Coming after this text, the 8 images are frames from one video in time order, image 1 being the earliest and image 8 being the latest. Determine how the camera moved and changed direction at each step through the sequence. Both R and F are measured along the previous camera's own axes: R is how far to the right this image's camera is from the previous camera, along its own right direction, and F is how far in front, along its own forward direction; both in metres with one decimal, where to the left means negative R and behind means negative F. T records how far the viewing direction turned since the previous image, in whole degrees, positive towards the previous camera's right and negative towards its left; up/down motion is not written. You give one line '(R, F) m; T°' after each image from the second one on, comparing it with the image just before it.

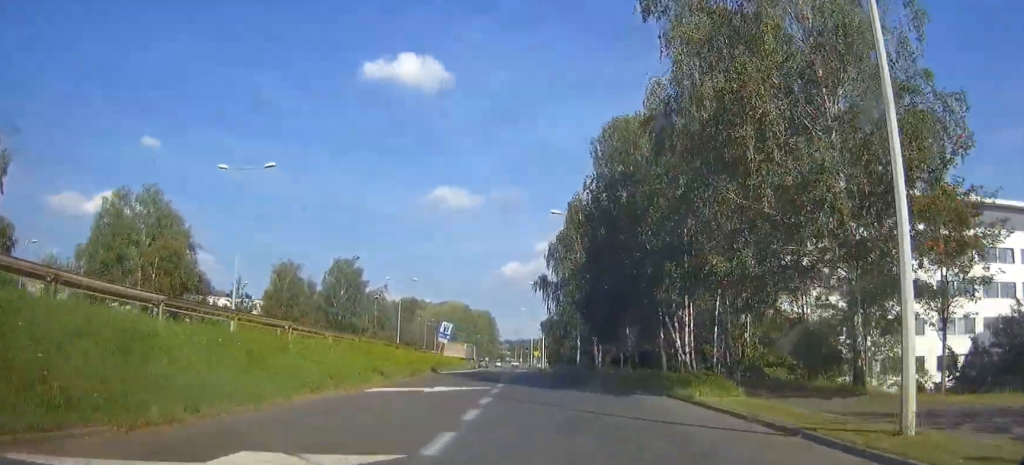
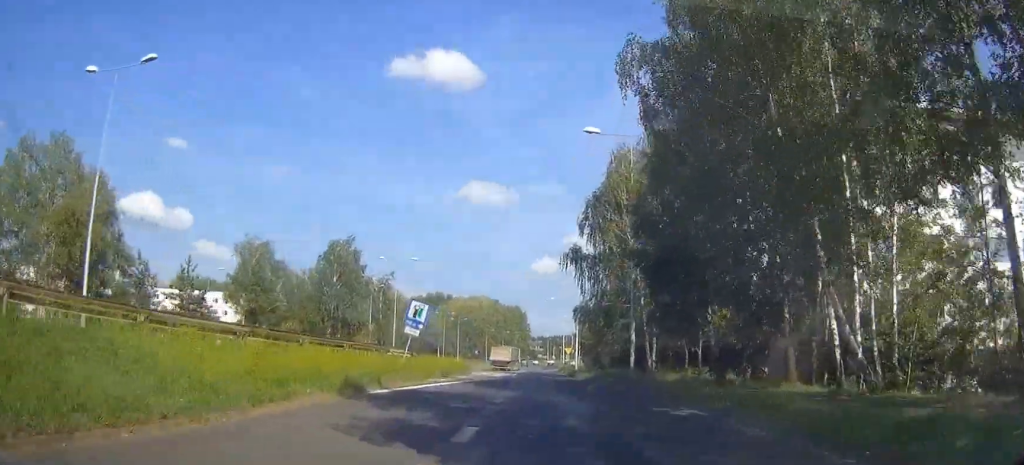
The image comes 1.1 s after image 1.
(-0.6, +18.8) m; -3°
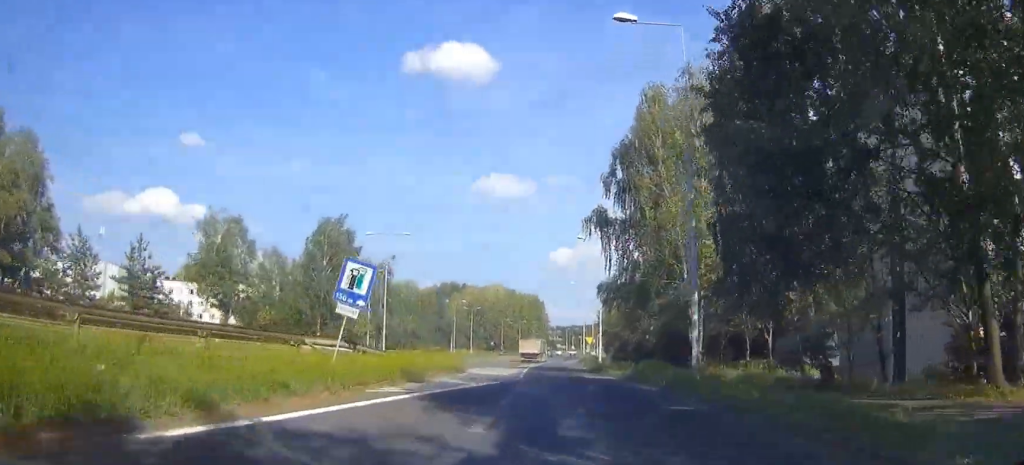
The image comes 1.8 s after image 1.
(-0.2, +11.3) m; -2°
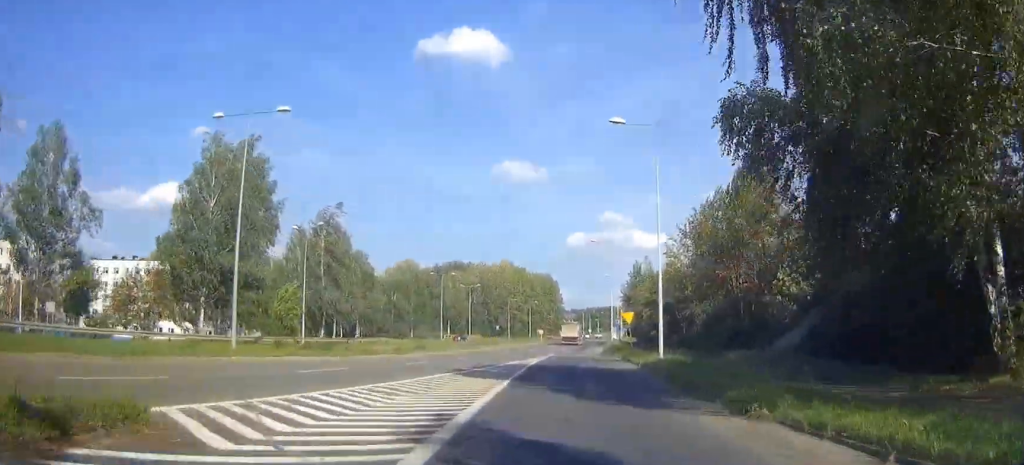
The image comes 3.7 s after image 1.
(-0.8, +32.0) m; -2°
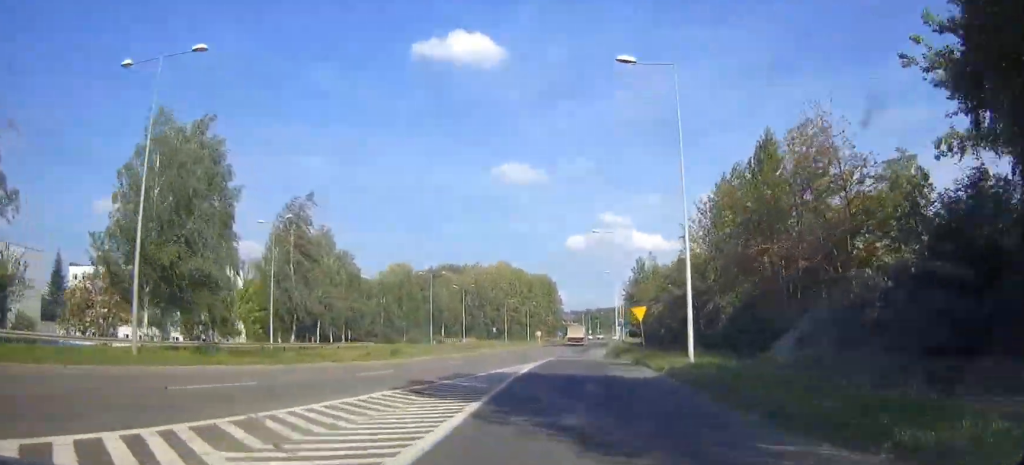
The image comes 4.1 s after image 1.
(0.0, +8.1) m; 0°
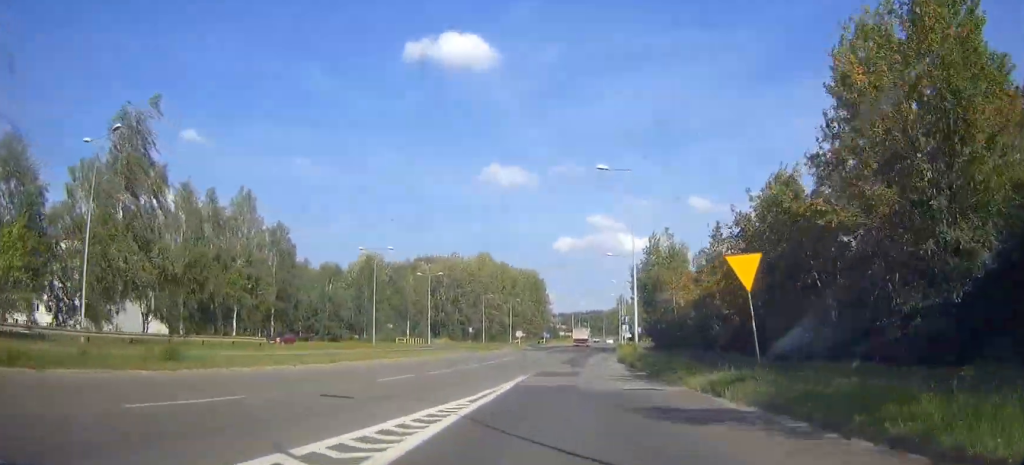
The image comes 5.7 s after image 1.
(+0.1, +26.9) m; +1°
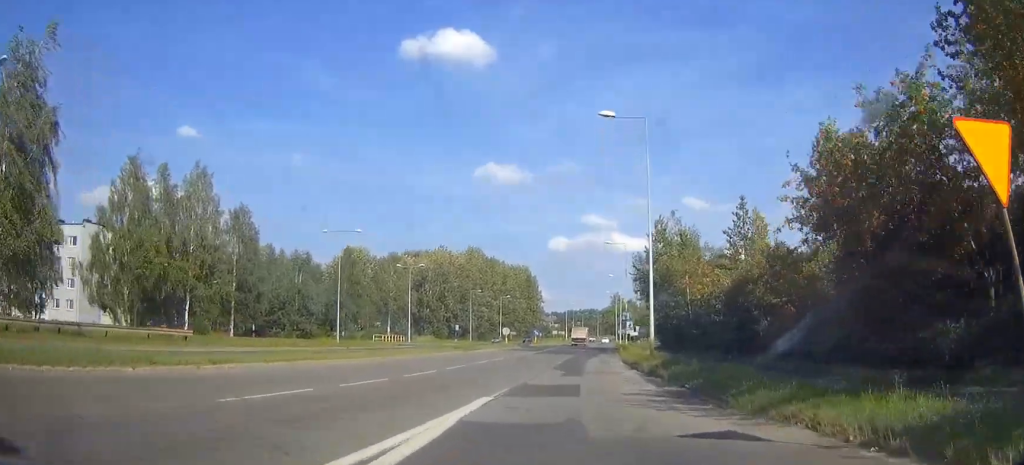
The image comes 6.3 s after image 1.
(0.0, +10.7) m; 0°
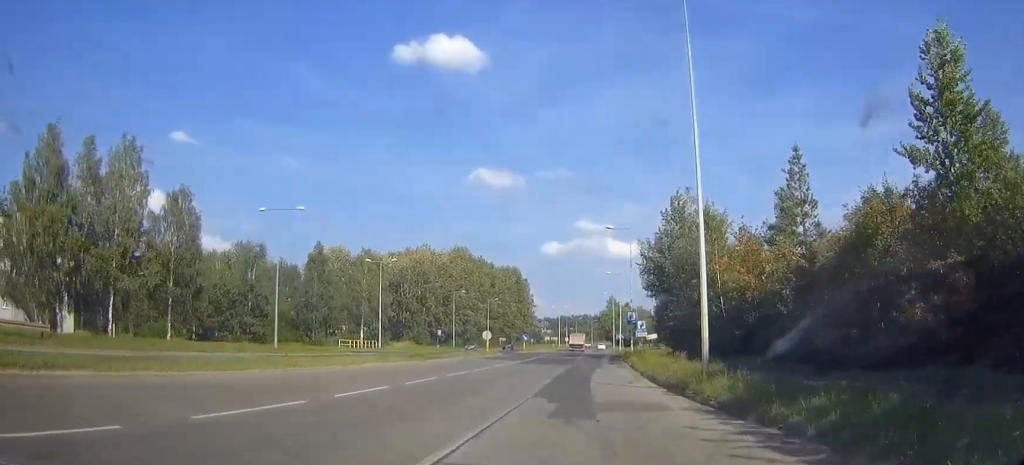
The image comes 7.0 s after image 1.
(+0.1, +13.8) m; 0°
